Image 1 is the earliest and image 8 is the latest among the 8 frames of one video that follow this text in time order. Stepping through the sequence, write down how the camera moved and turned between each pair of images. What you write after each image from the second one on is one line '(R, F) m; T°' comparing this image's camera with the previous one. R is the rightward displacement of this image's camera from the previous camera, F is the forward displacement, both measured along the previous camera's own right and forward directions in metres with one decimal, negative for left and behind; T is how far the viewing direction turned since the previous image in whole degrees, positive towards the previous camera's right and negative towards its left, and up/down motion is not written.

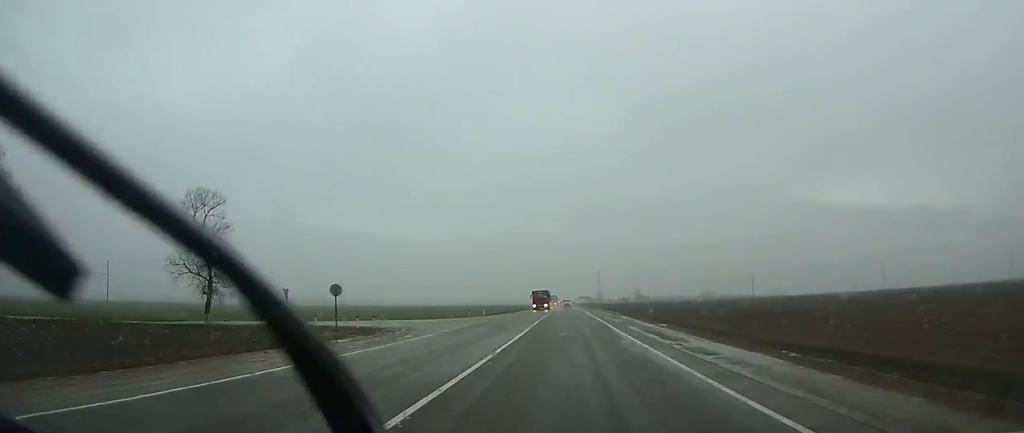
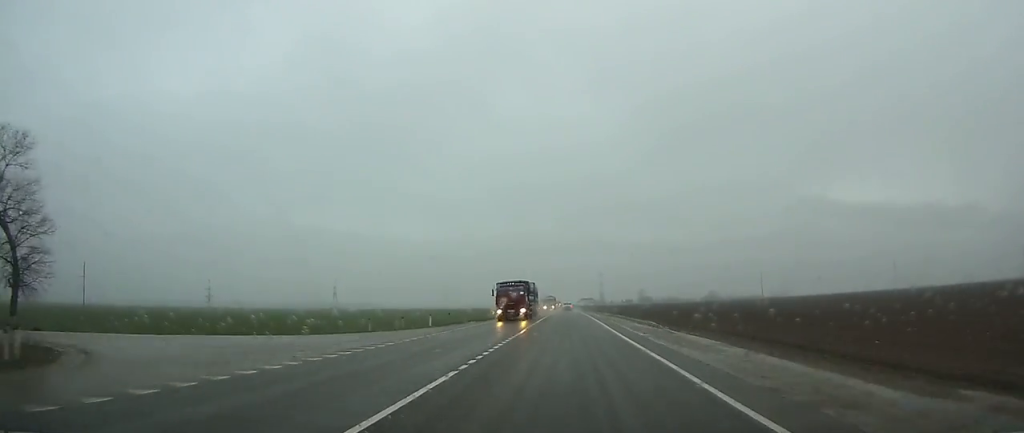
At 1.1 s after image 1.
(0.0, +25.7) m; 0°
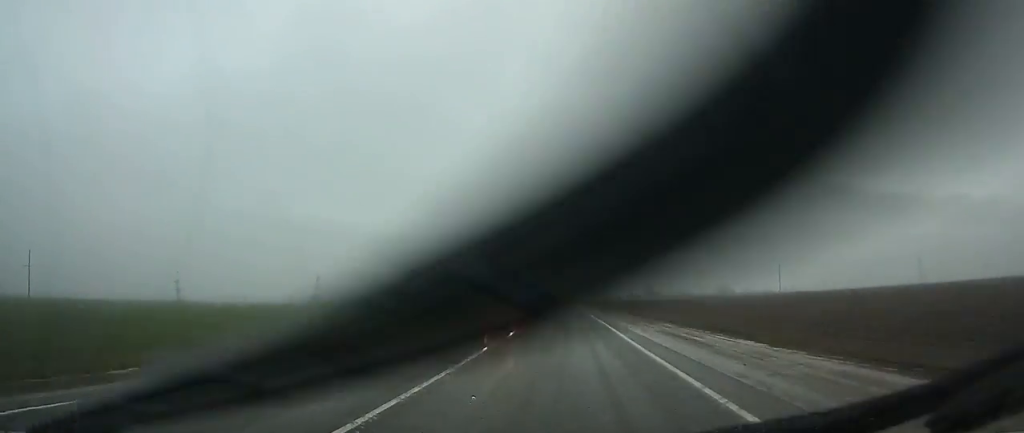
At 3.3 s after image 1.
(-0.1, +50.5) m; 0°
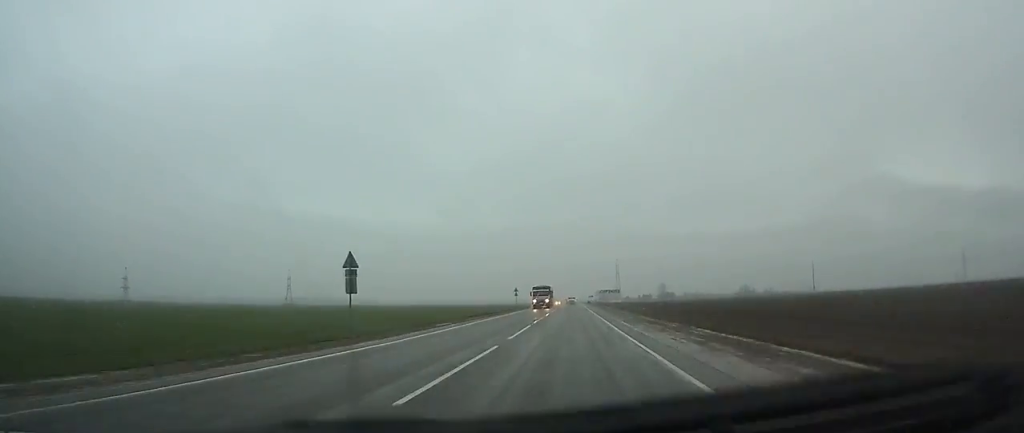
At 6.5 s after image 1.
(+0.1, +72.5) m; 0°
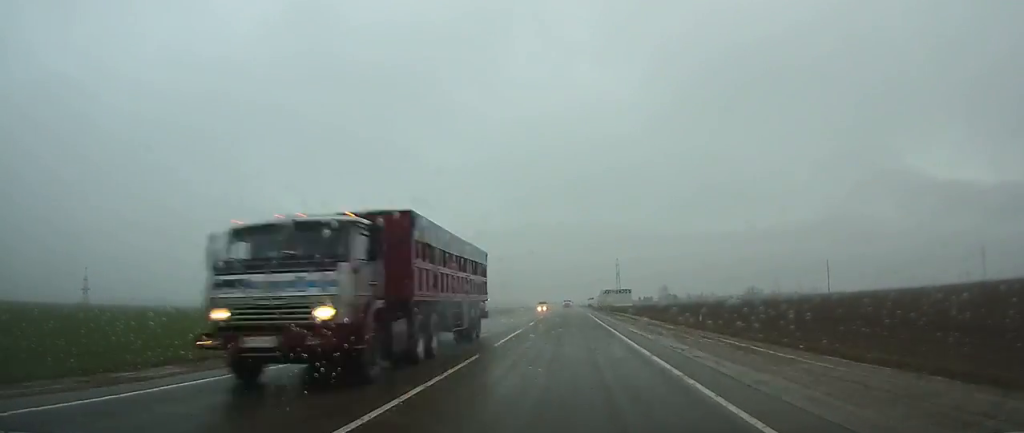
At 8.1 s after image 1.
(0.0, +38.7) m; 0°
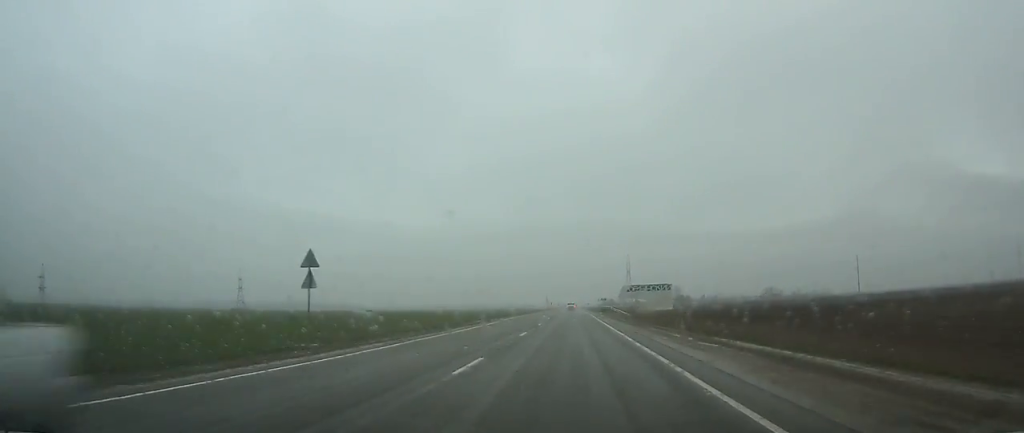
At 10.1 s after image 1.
(0.0, +44.7) m; 0°
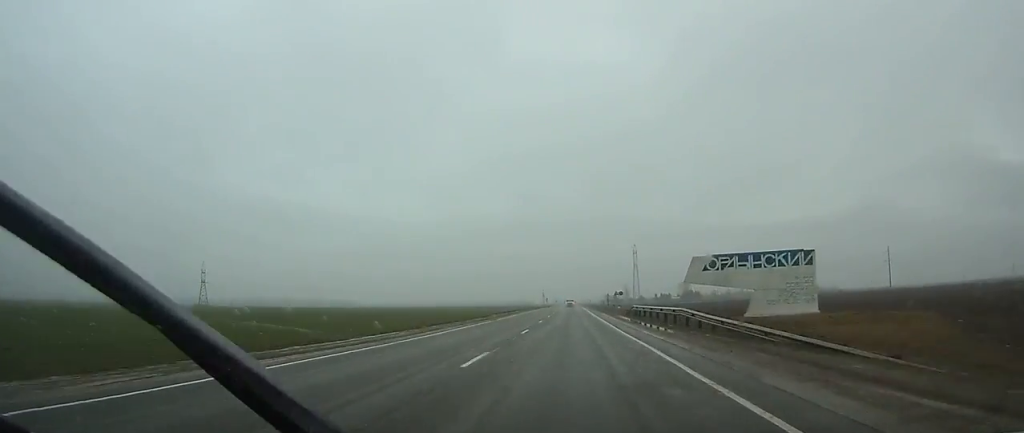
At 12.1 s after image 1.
(0.0, +47.7) m; 0°
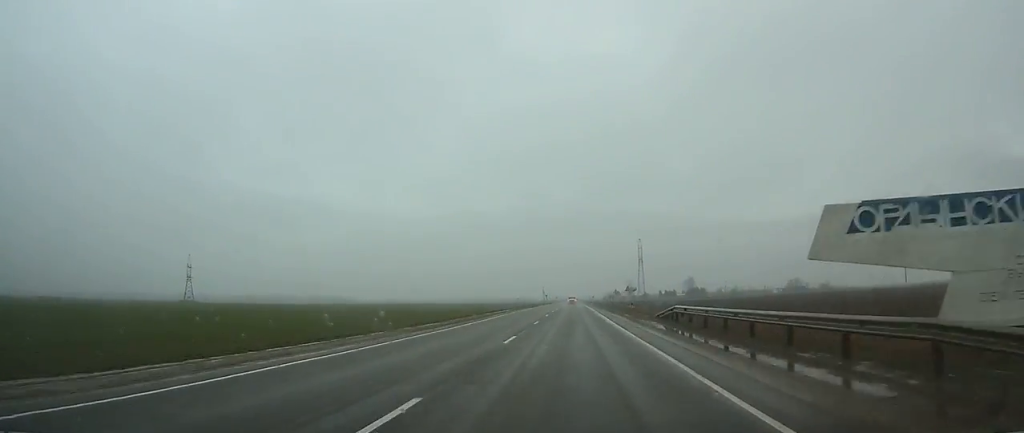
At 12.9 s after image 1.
(0.0, +18.4) m; 0°
